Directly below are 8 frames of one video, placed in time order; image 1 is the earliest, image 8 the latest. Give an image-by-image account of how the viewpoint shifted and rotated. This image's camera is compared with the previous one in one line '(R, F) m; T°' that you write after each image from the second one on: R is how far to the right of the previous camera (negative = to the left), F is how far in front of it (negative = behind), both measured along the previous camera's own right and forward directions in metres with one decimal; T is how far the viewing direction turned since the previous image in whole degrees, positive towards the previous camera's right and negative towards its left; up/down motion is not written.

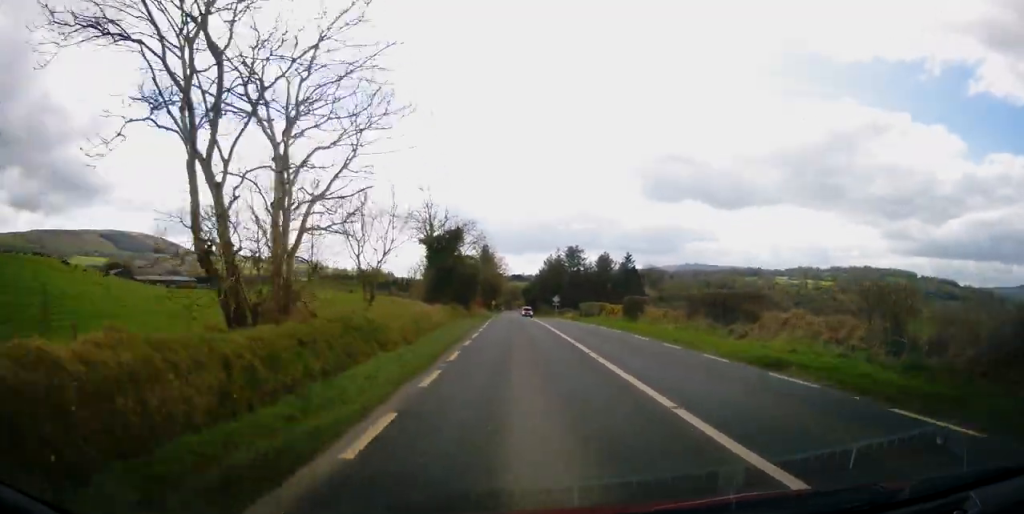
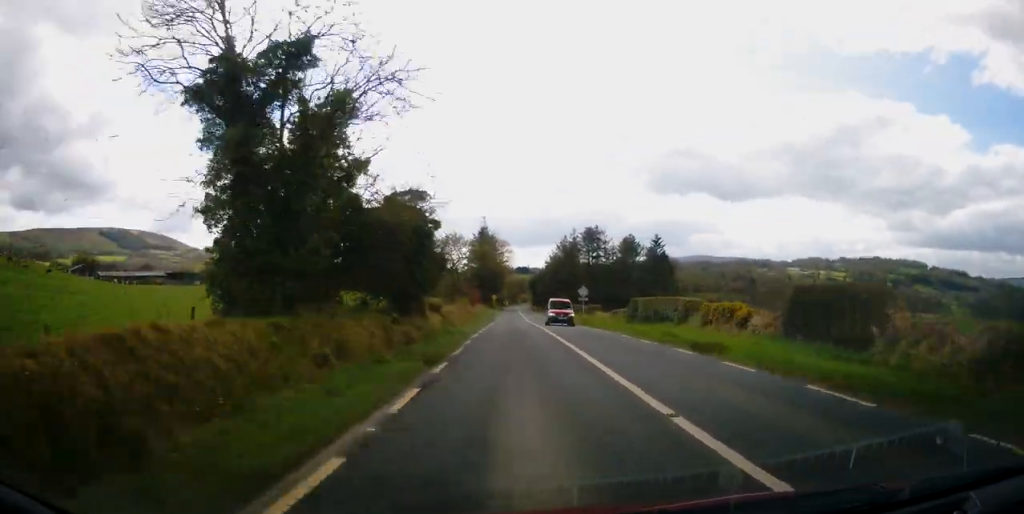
(-0.1, +30.1) m; -1°
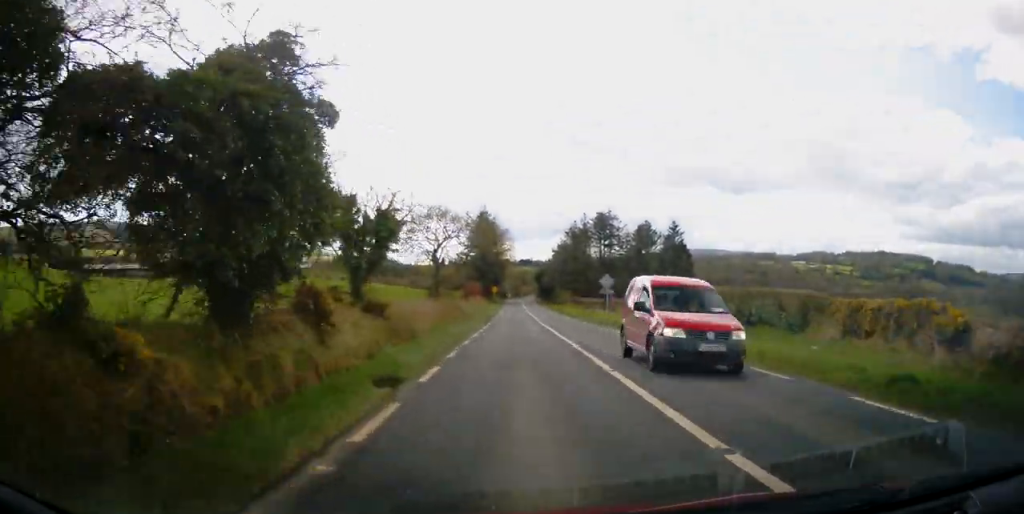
(-0.2, +13.6) m; 0°
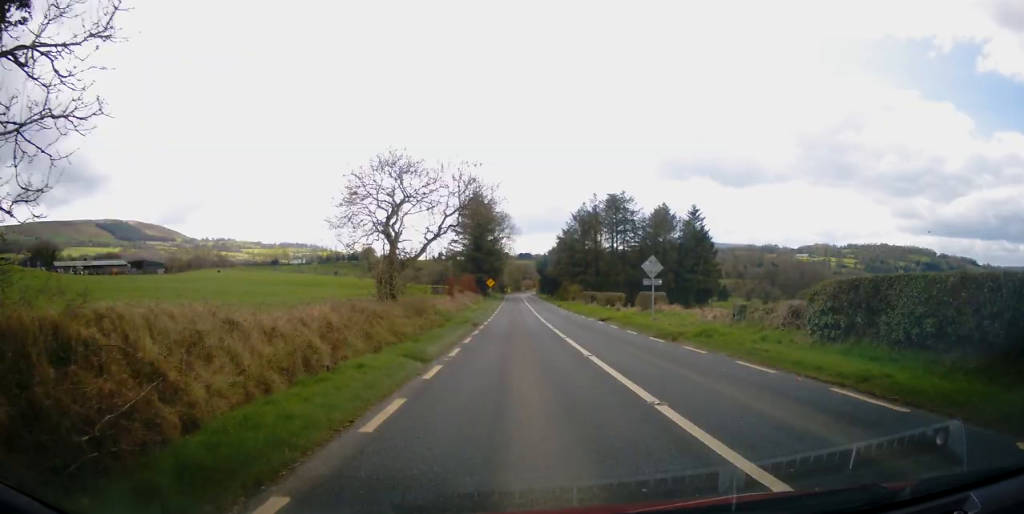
(+0.1, +15.8) m; 0°
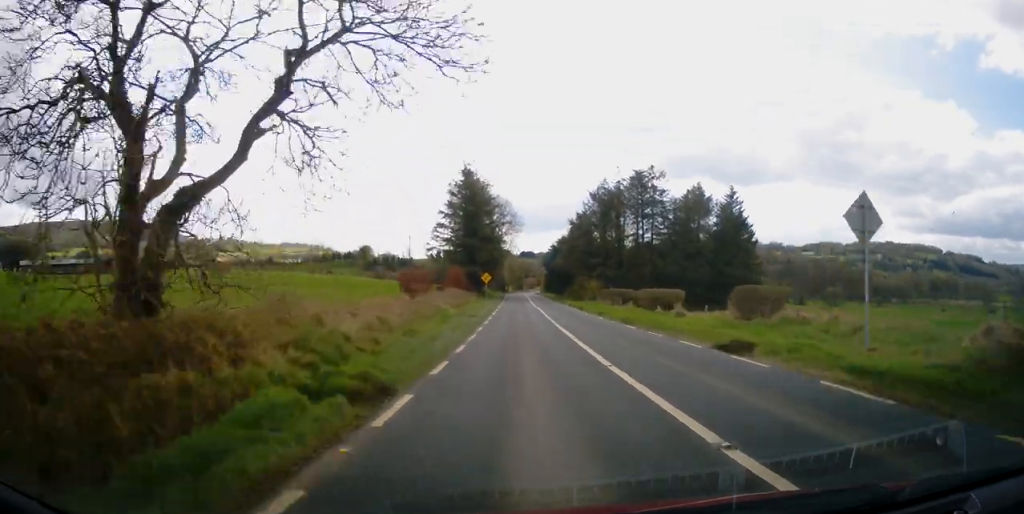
(0.0, +20.2) m; 0°
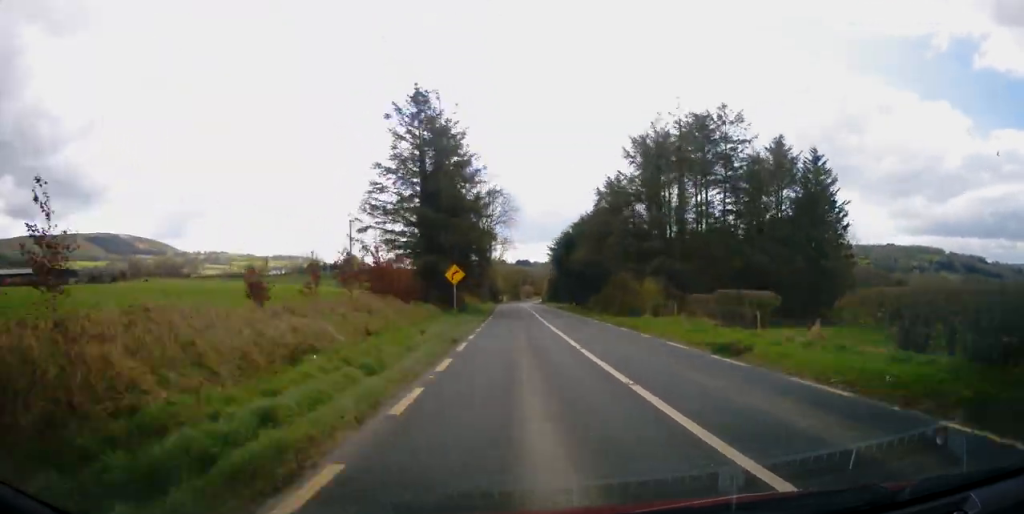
(-0.2, +31.6) m; 0°
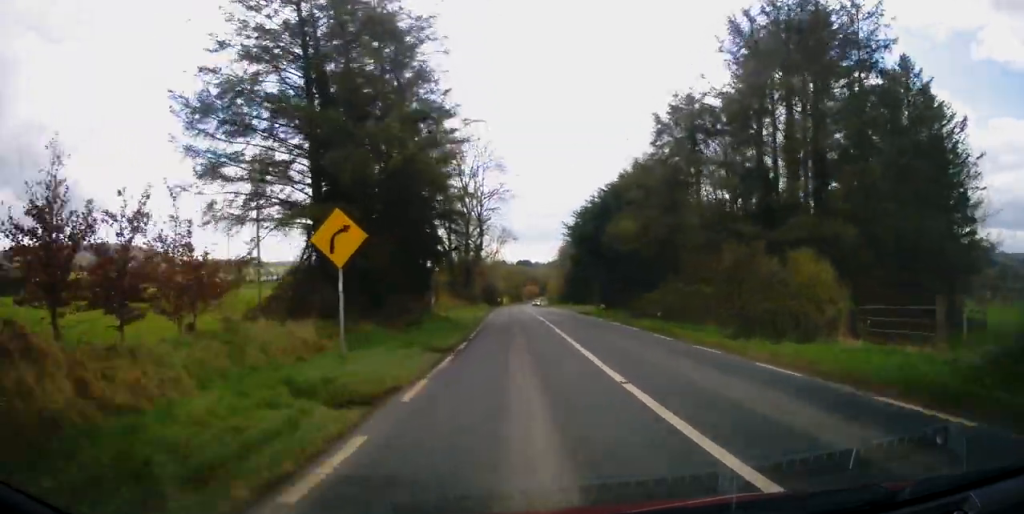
(+0.3, +23.3) m; +1°
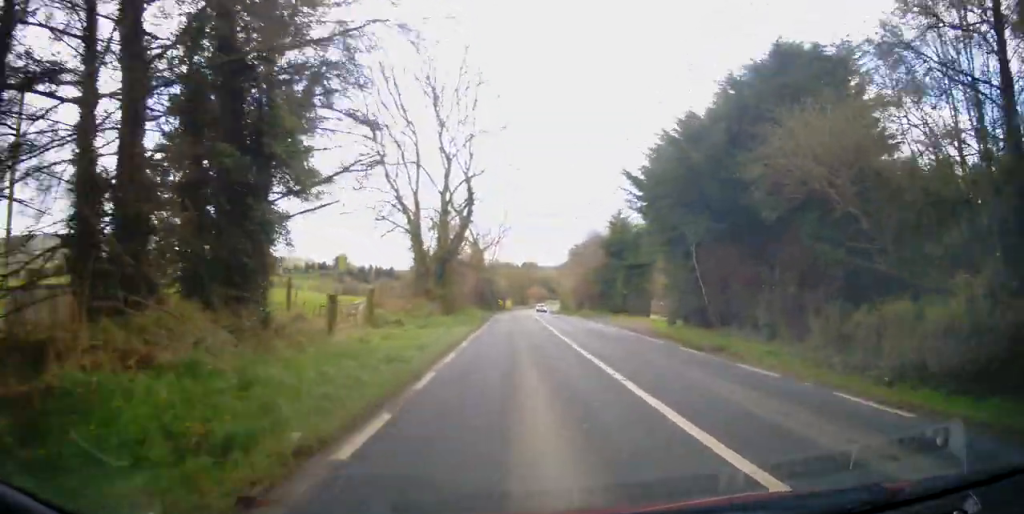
(0.0, +23.4) m; -1°
